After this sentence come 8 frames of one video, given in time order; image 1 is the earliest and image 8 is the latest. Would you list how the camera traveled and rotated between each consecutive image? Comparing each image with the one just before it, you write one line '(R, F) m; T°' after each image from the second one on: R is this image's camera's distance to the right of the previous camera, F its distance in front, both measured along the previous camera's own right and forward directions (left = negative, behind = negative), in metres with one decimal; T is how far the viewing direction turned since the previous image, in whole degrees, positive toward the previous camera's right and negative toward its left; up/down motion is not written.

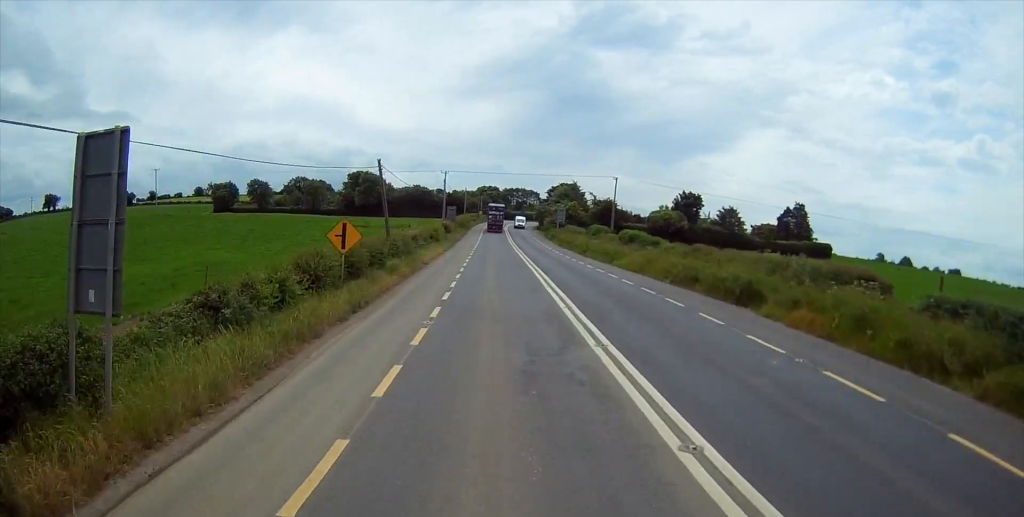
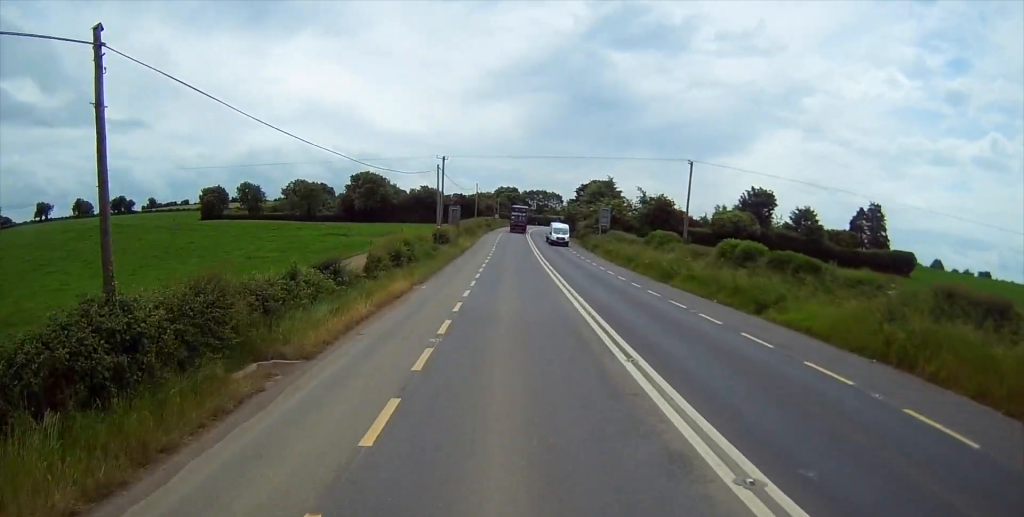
(-0.4, +26.1) m; -2°
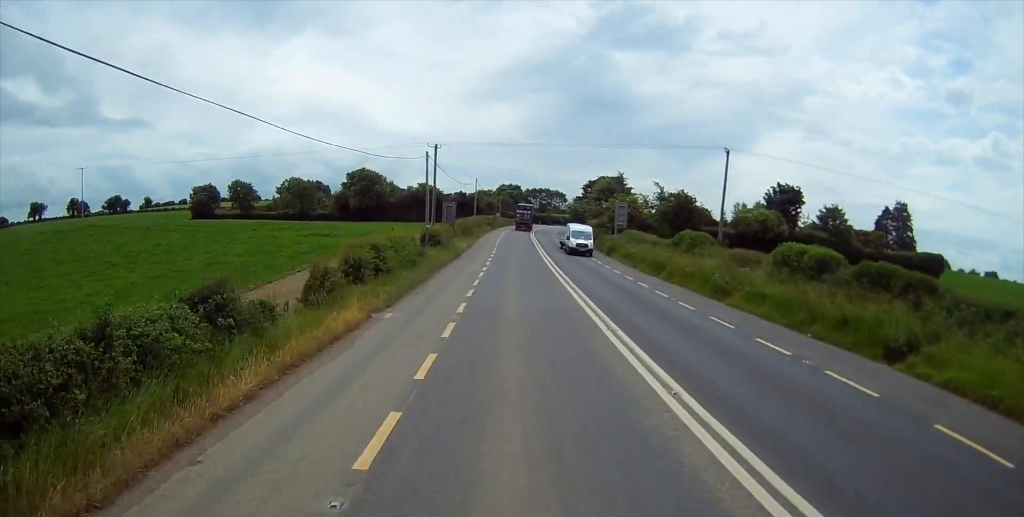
(-0.1, +8.8) m; 0°
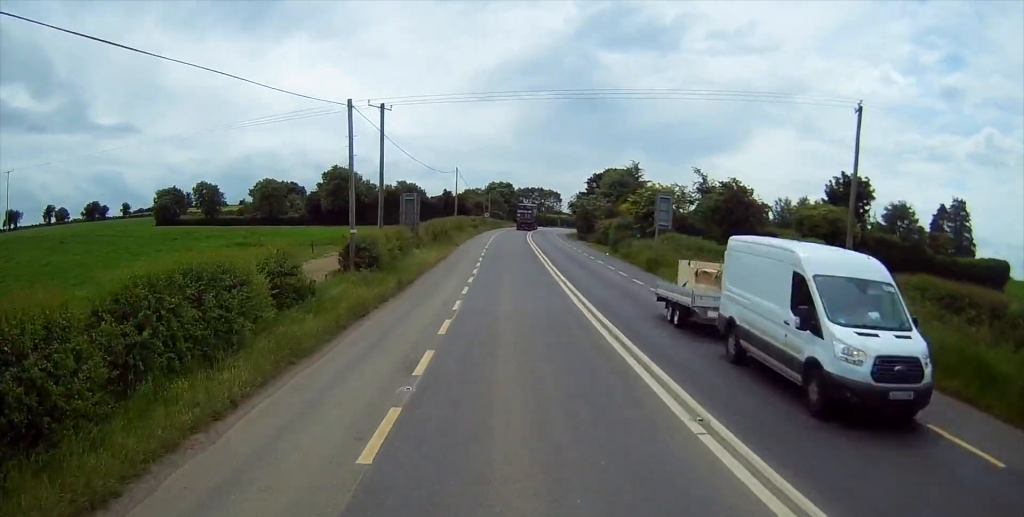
(0.0, +20.1) m; -1°
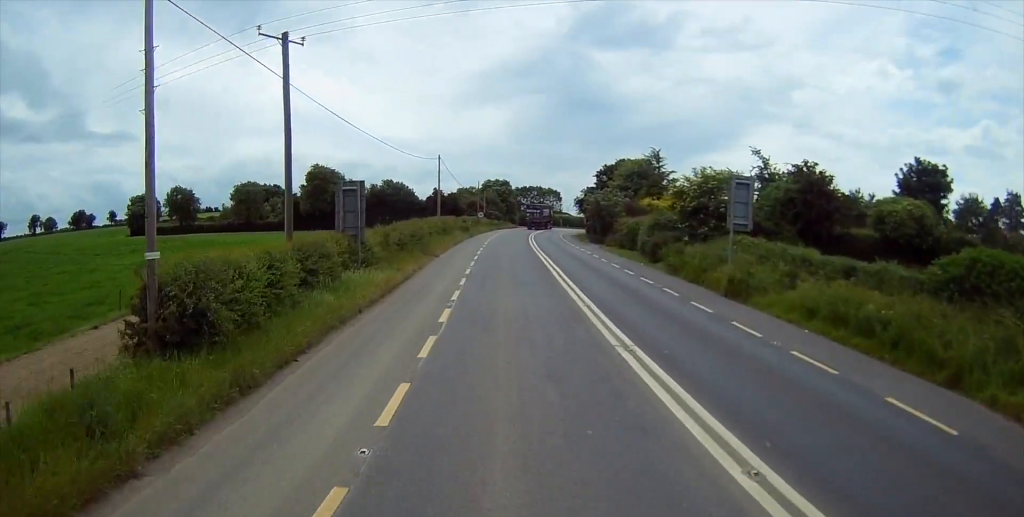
(-0.3, +14.9) m; 0°
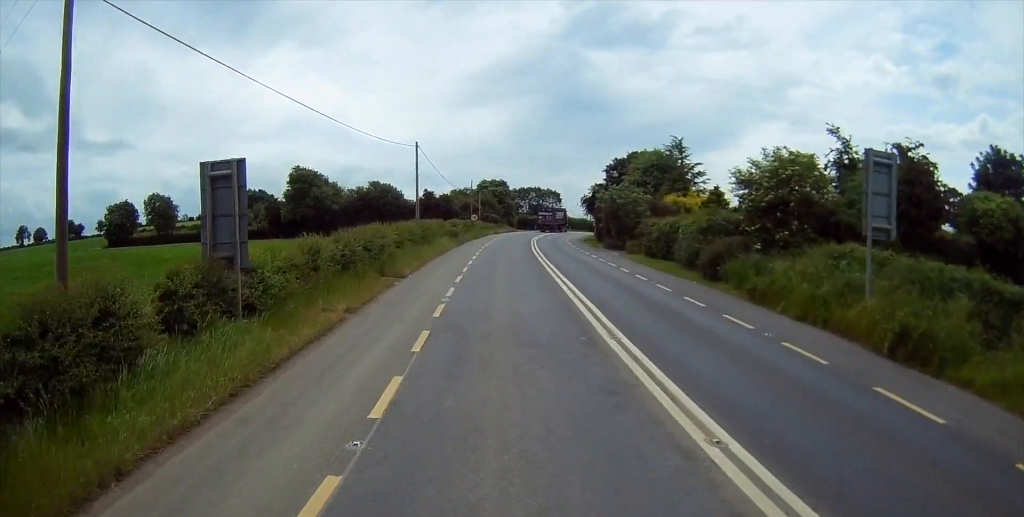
(+0.2, +11.9) m; +1°
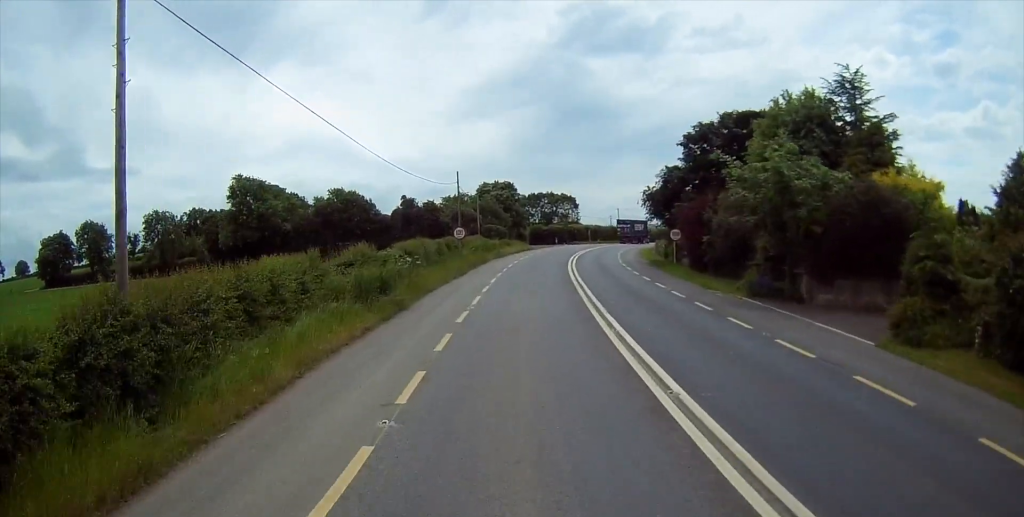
(+0.4, +35.6) m; 0°
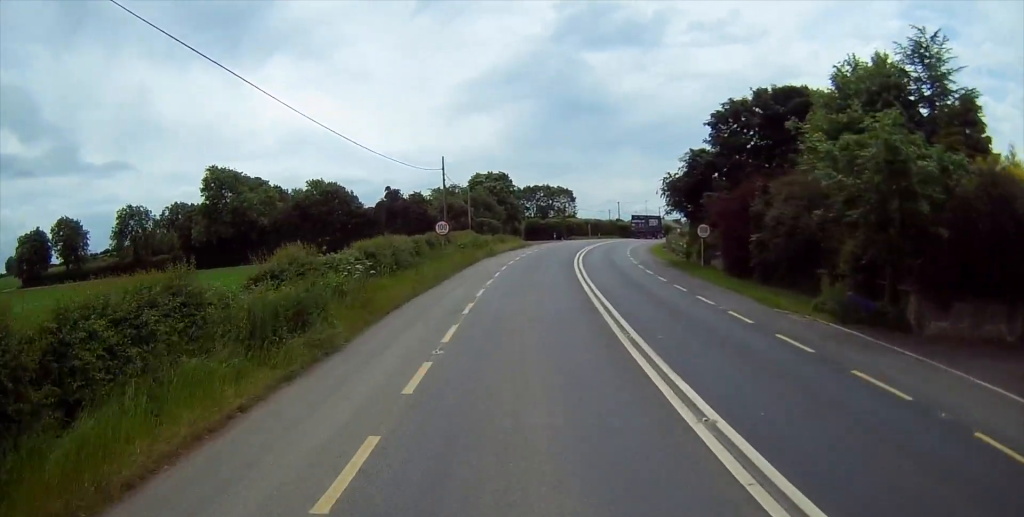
(-0.1, +8.0) m; 0°
